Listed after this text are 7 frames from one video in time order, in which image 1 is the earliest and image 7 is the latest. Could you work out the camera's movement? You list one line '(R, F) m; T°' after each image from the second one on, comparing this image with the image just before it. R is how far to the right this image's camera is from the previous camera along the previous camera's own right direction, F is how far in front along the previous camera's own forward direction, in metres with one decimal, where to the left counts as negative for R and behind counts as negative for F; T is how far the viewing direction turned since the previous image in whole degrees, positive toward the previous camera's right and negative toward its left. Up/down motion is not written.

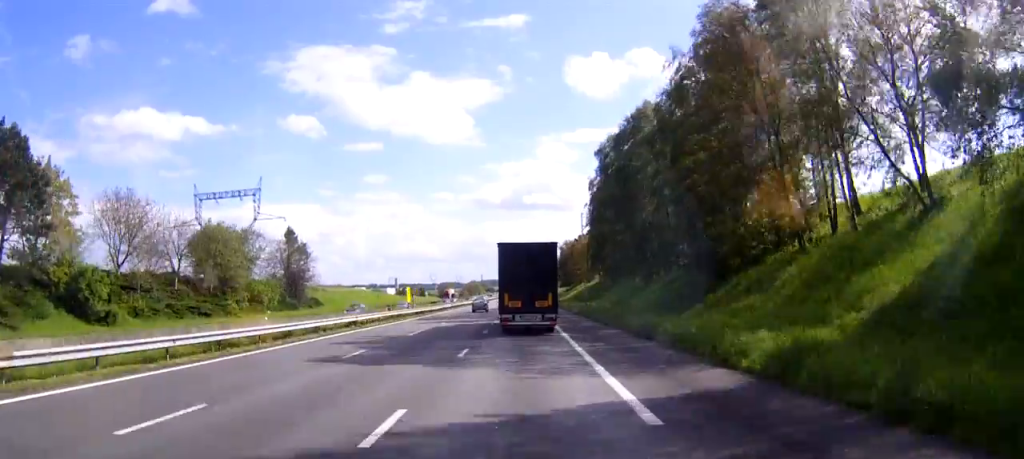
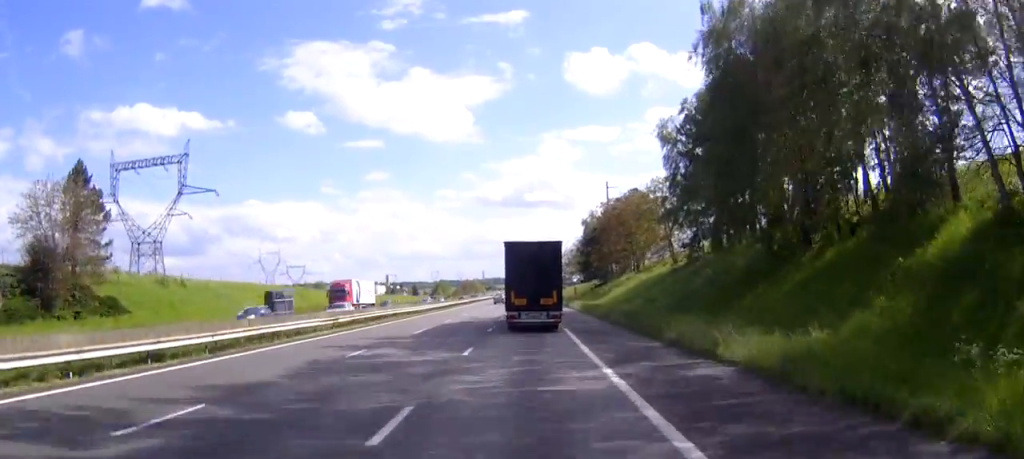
(+0.2, +65.6) m; 0°
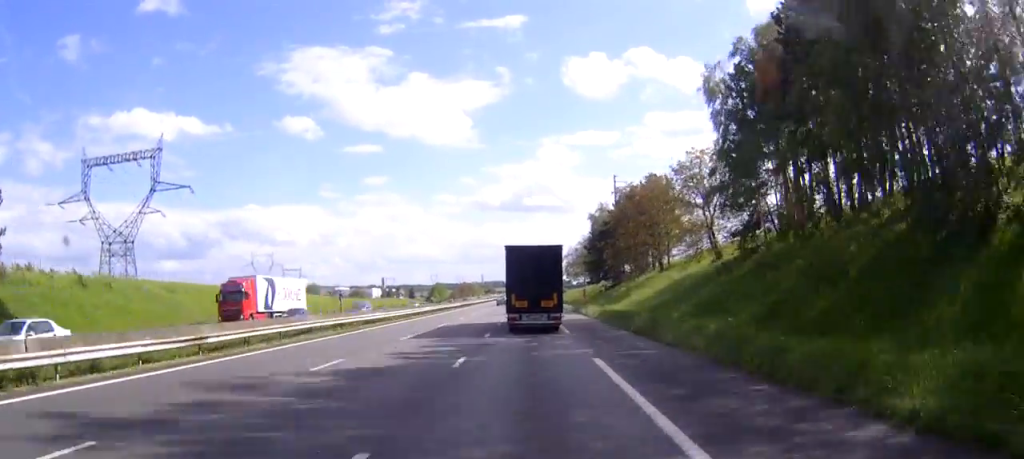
(-0.1, +16.6) m; 0°
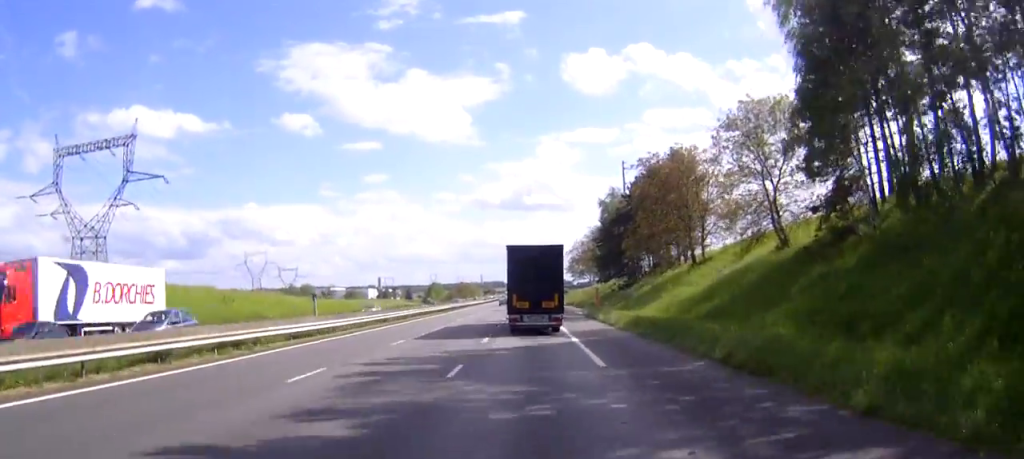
(0.0, +15.0) m; 0°
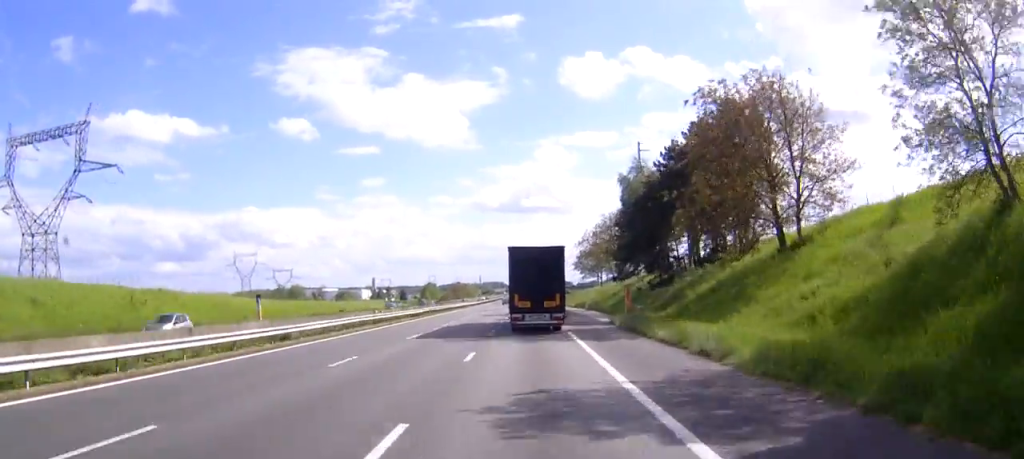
(+0.1, +22.6) m; +1°
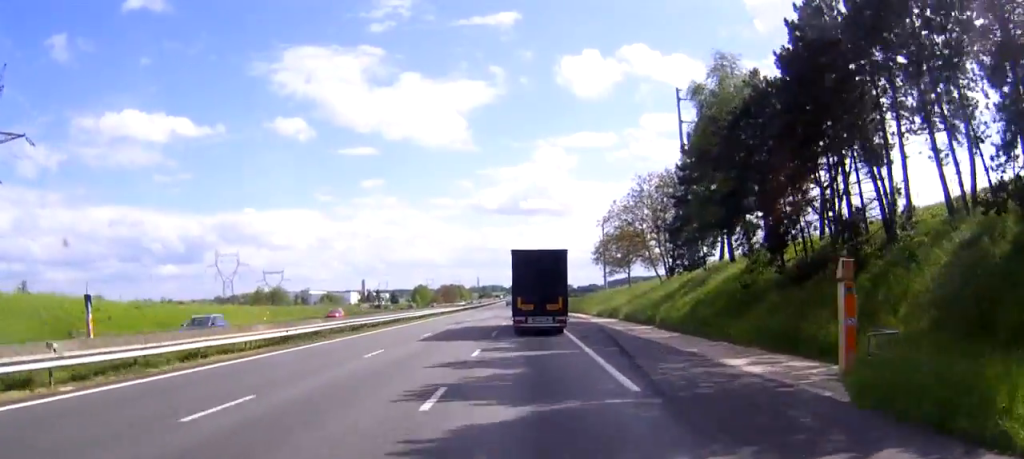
(+0.1, +35.1) m; 0°
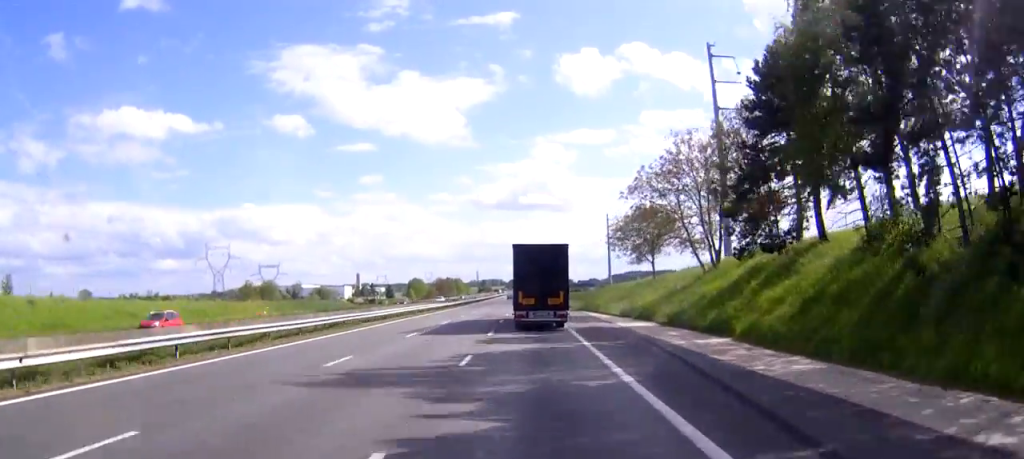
(0.0, +17.5) m; 0°
